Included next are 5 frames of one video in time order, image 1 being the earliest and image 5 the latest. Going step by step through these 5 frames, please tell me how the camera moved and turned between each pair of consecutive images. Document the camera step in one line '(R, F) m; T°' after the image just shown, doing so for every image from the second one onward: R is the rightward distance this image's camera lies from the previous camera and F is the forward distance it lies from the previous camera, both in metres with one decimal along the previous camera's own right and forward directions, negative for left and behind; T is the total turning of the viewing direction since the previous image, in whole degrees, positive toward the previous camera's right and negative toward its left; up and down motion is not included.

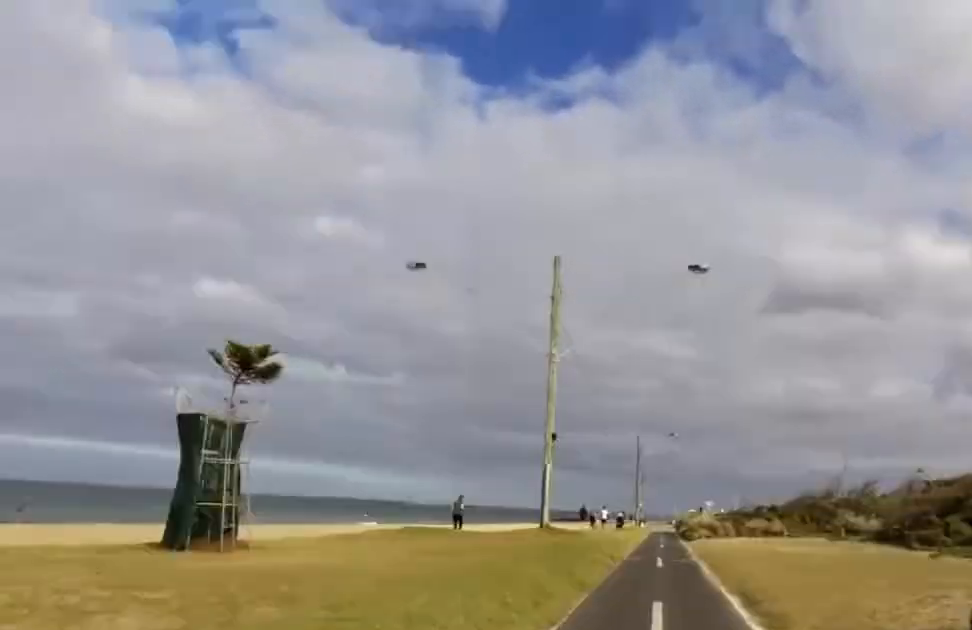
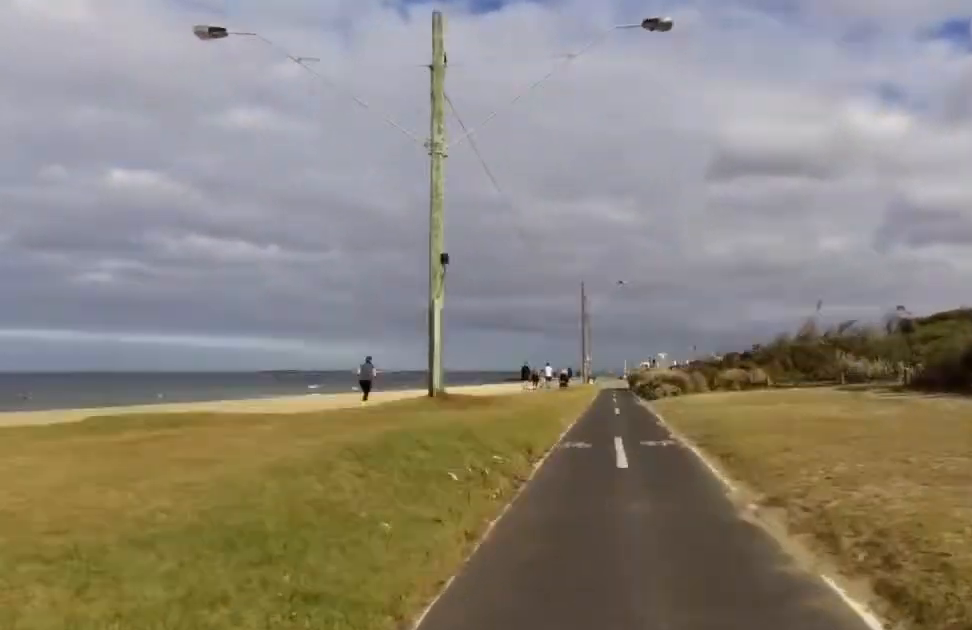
(0.0, +8.5) m; 0°
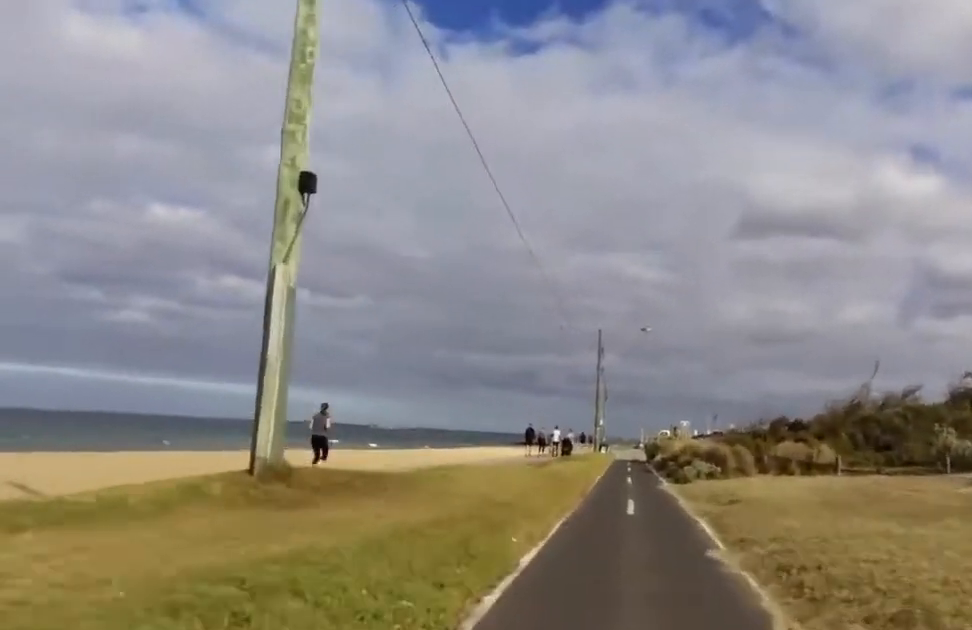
(-0.2, +7.7) m; 0°
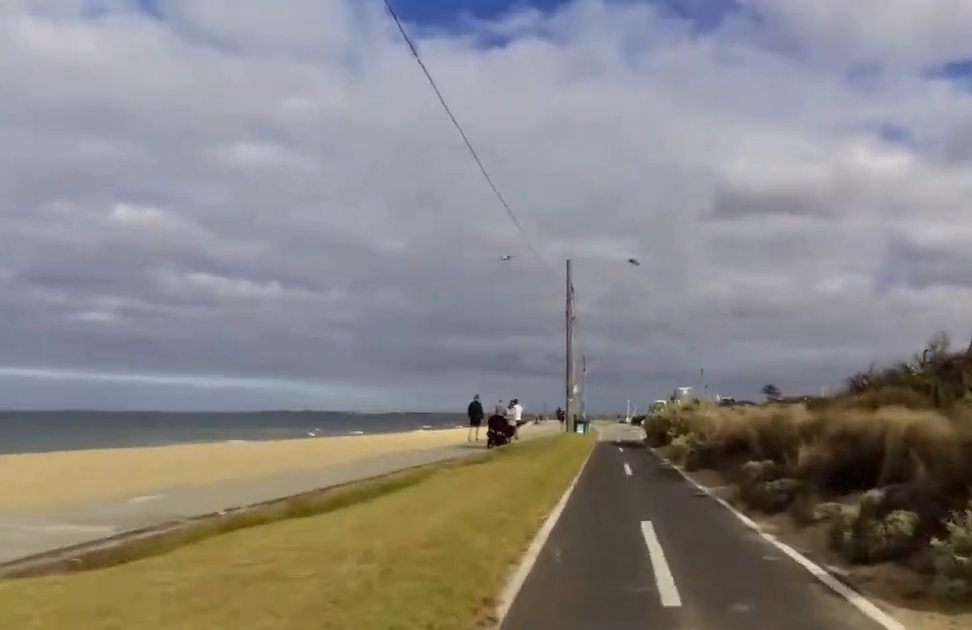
(-0.5, +17.1) m; 0°
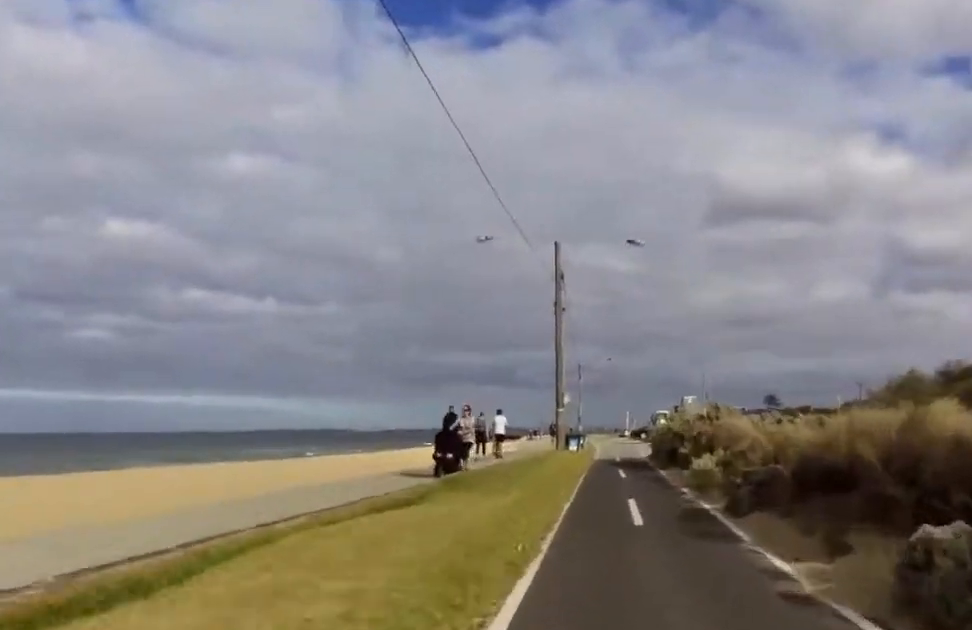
(+0.5, +5.4) m; +4°
